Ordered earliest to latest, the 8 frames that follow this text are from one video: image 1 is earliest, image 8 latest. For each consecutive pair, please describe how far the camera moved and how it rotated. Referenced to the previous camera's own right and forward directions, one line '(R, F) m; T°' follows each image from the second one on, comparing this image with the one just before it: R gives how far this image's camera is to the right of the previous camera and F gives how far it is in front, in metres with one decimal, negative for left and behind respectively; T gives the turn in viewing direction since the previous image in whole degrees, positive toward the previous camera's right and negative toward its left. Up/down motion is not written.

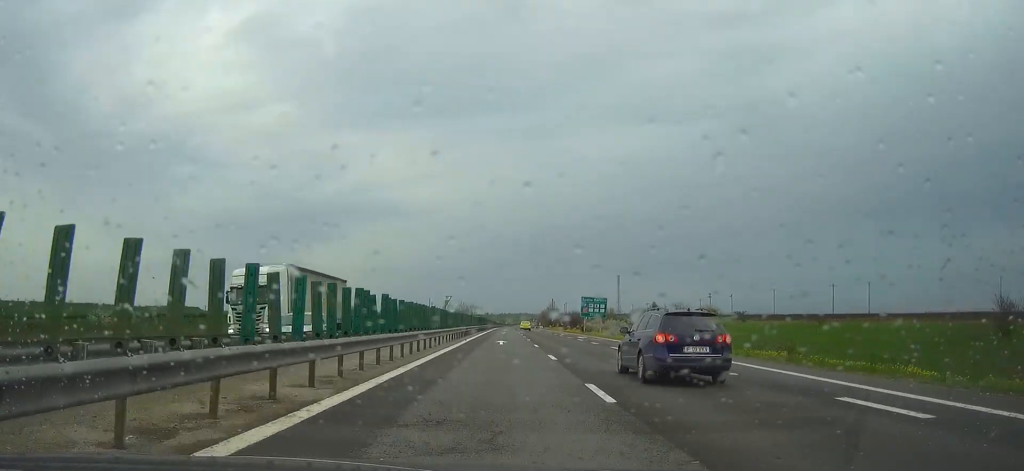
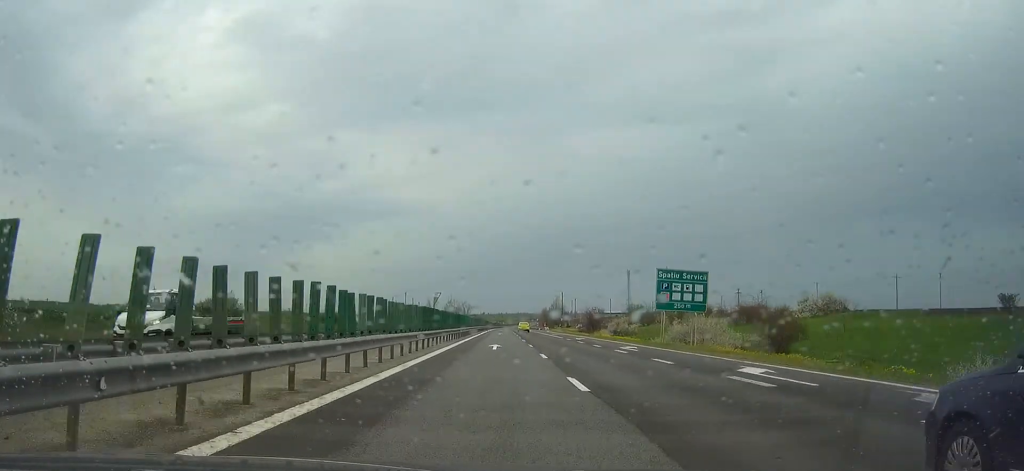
(+0.2, +46.6) m; +1°
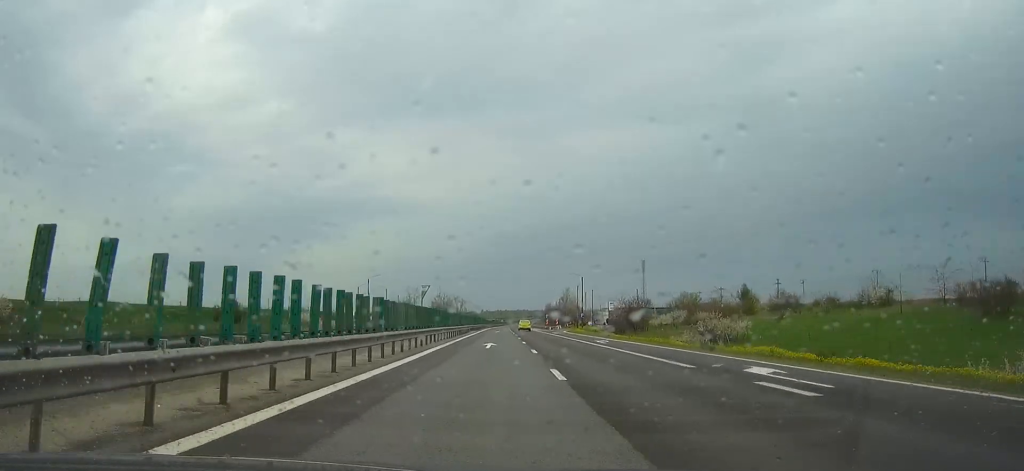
(+0.2, +46.2) m; 0°
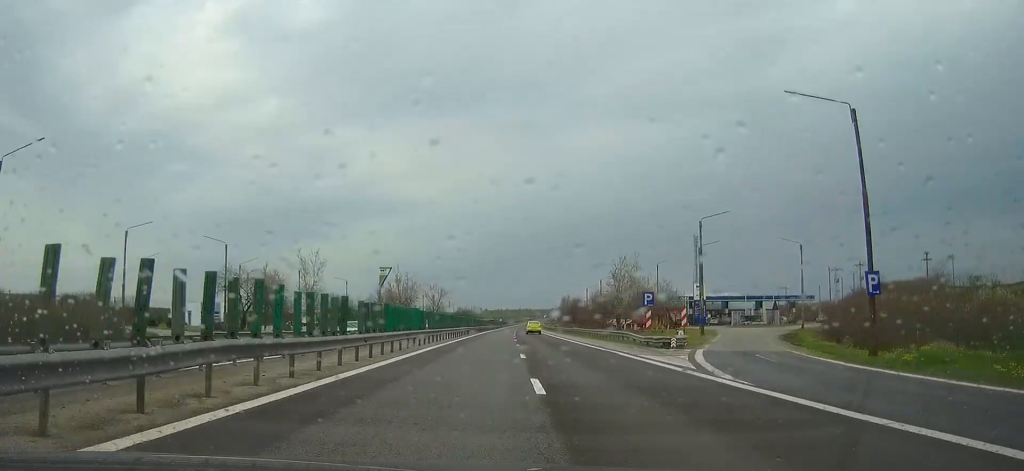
(-0.2, +99.2) m; 0°
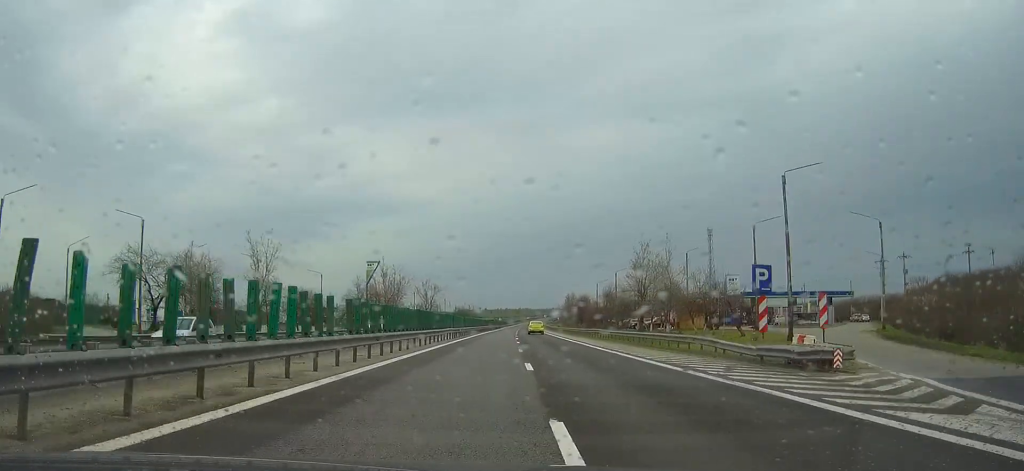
(0.0, +18.9) m; 0°
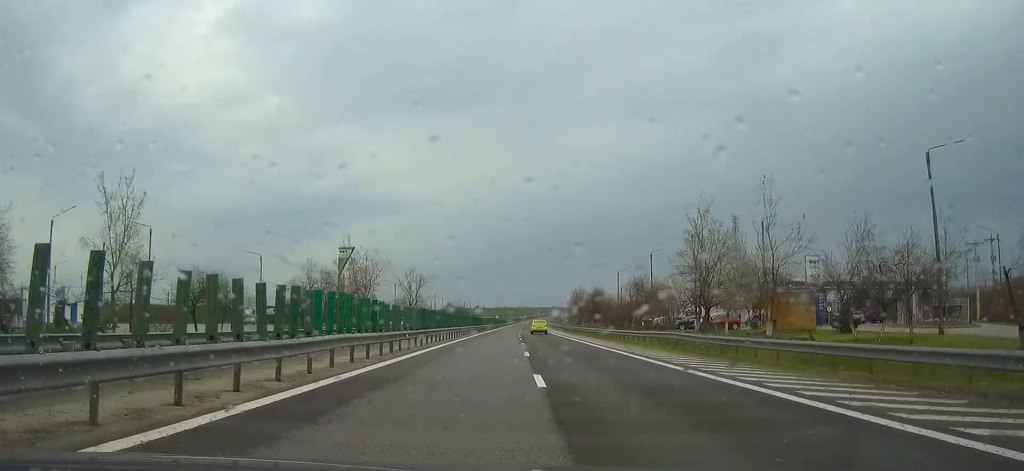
(0.0, +30.7) m; 0°
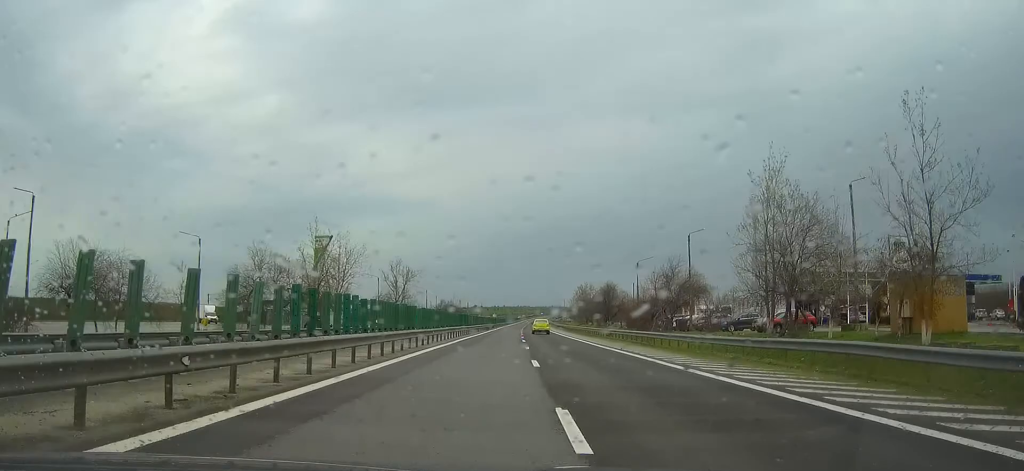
(0.0, +20.3) m; 0°
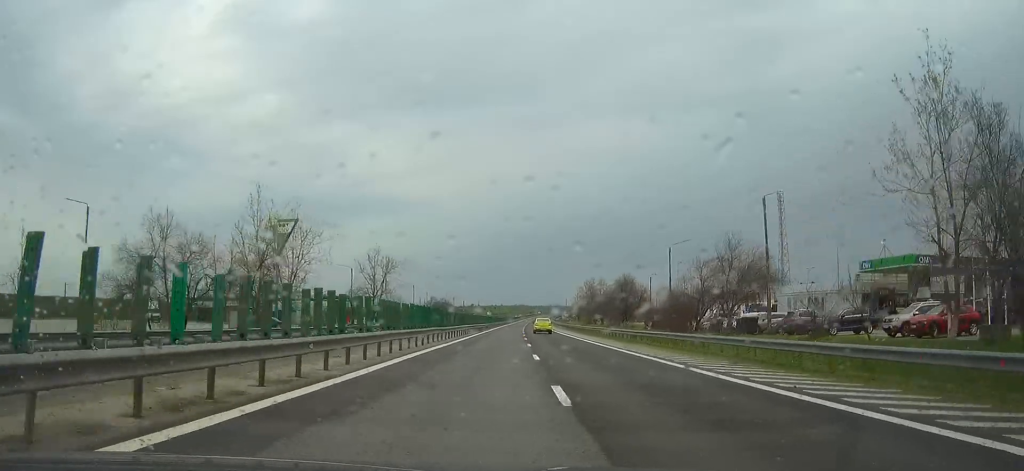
(0.0, +24.8) m; 0°
